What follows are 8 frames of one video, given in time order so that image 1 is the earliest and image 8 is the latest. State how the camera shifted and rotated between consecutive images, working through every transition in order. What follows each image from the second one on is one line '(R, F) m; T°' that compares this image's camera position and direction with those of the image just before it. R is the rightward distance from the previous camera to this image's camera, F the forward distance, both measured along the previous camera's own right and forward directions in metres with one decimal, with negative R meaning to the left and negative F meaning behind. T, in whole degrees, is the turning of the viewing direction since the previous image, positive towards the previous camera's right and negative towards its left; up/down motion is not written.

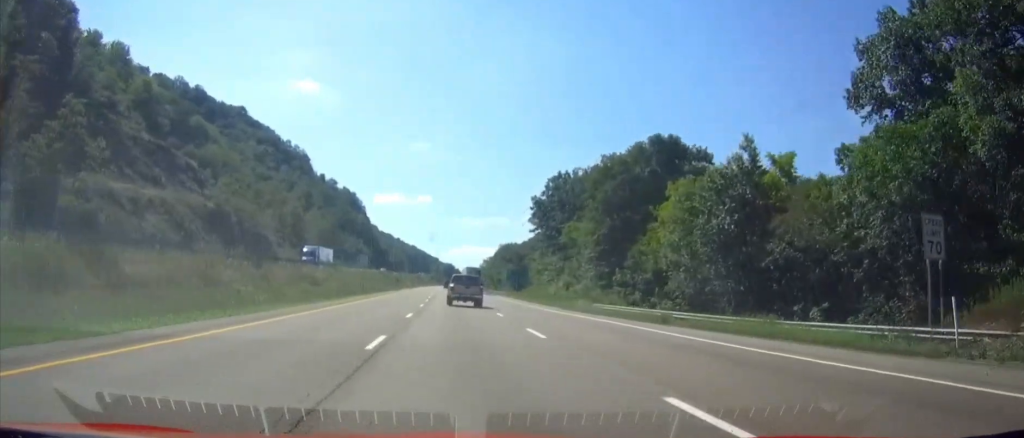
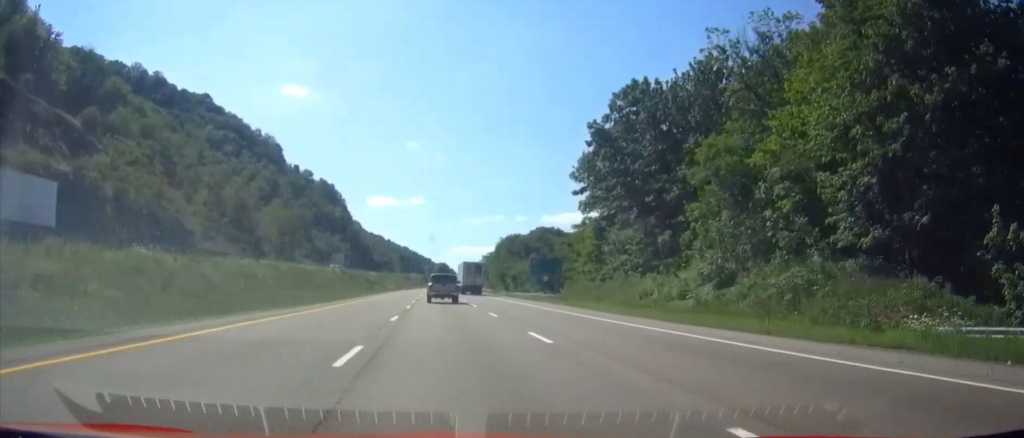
(0.0, +50.8) m; 0°
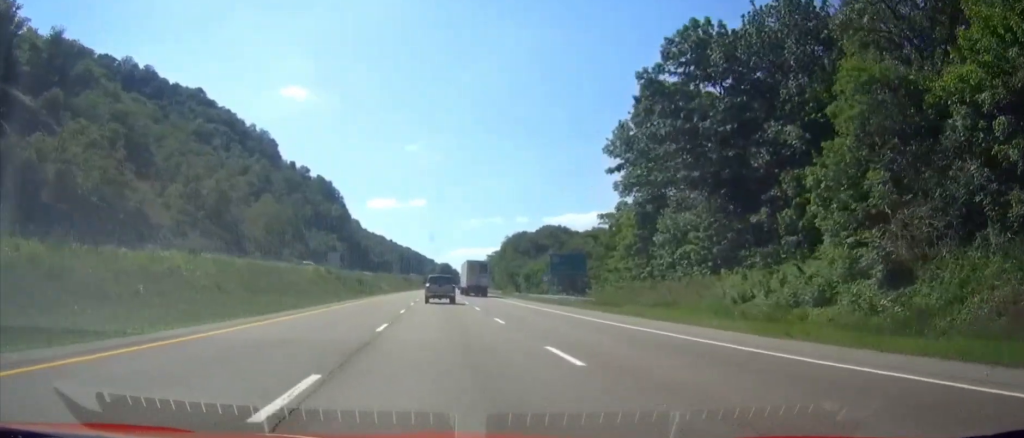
(0.0, +15.9) m; 0°
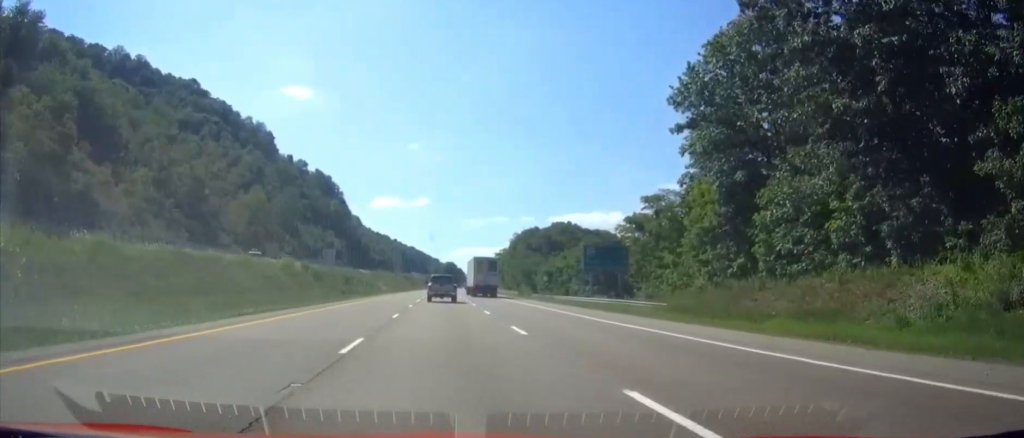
(0.0, +17.9) m; 0°
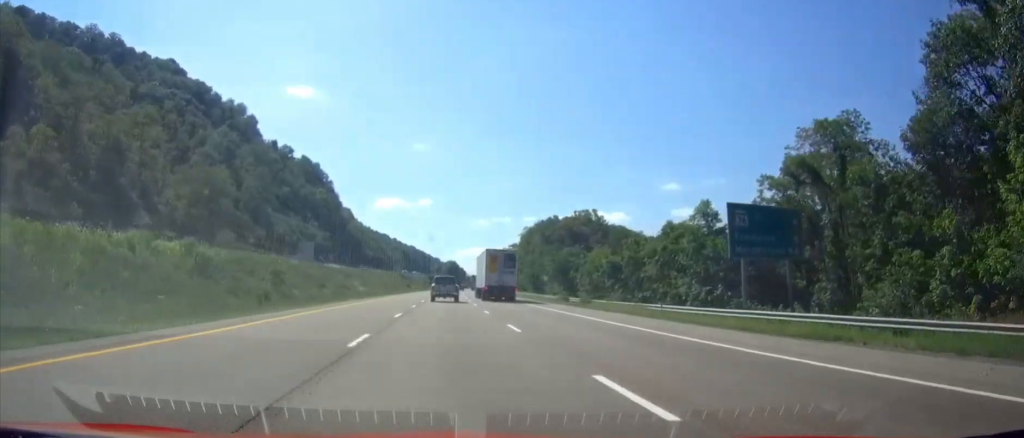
(0.0, +34.9) m; 0°
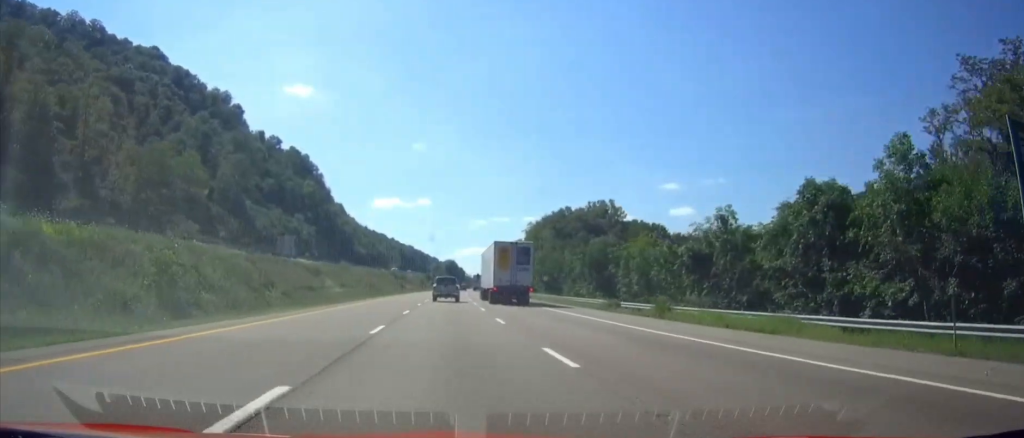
(0.0, +20.0) m; 0°
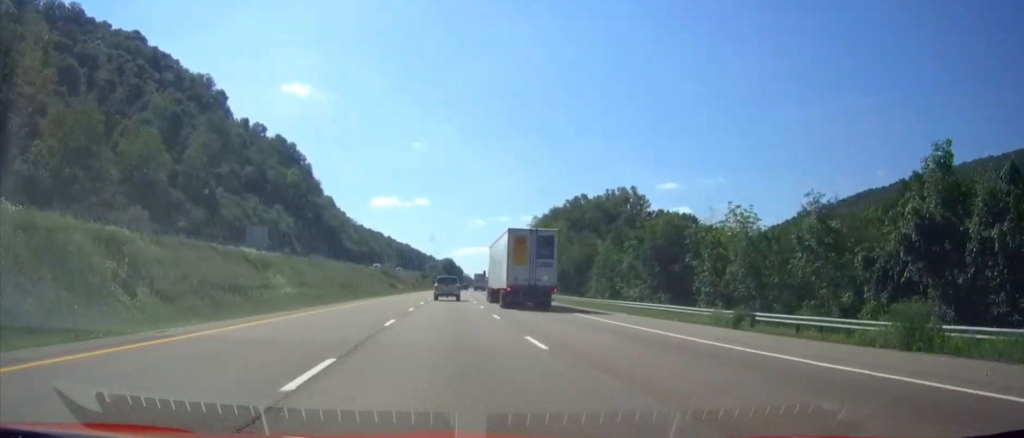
(0.0, +21.0) m; 0°
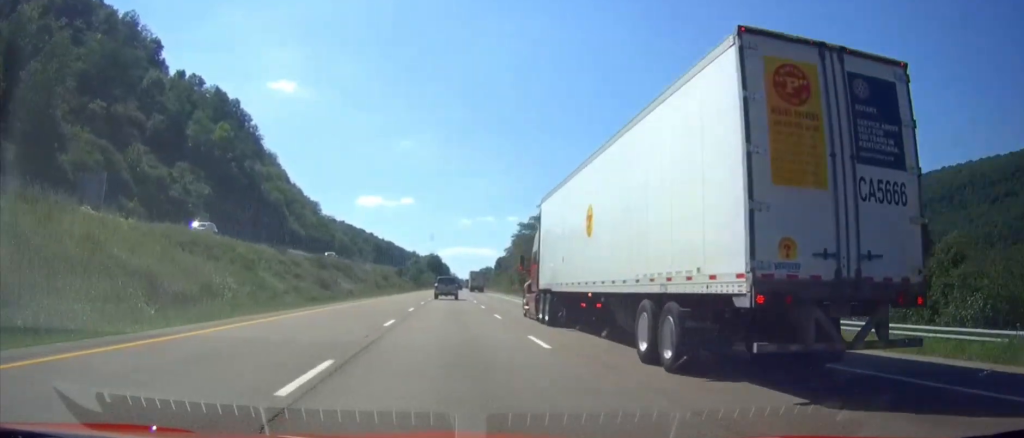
(0.0, +59.9) m; 0°
